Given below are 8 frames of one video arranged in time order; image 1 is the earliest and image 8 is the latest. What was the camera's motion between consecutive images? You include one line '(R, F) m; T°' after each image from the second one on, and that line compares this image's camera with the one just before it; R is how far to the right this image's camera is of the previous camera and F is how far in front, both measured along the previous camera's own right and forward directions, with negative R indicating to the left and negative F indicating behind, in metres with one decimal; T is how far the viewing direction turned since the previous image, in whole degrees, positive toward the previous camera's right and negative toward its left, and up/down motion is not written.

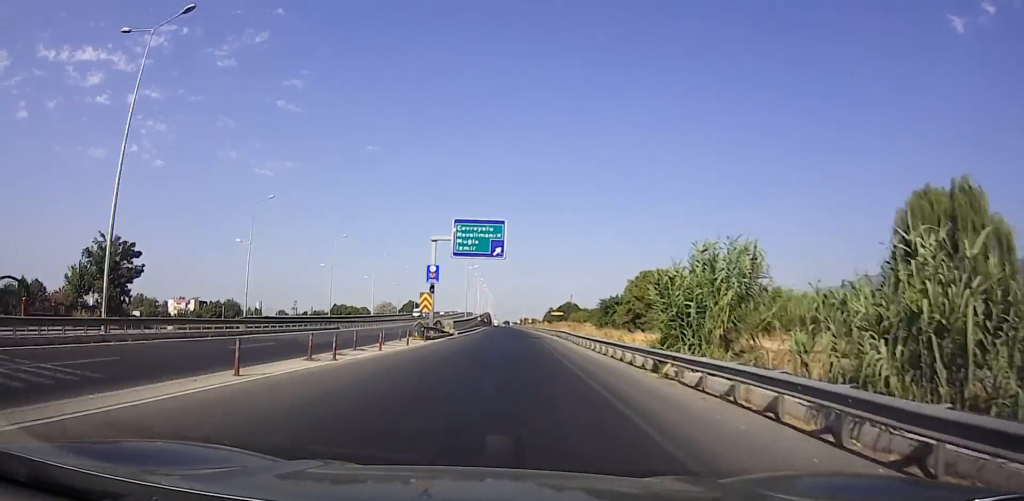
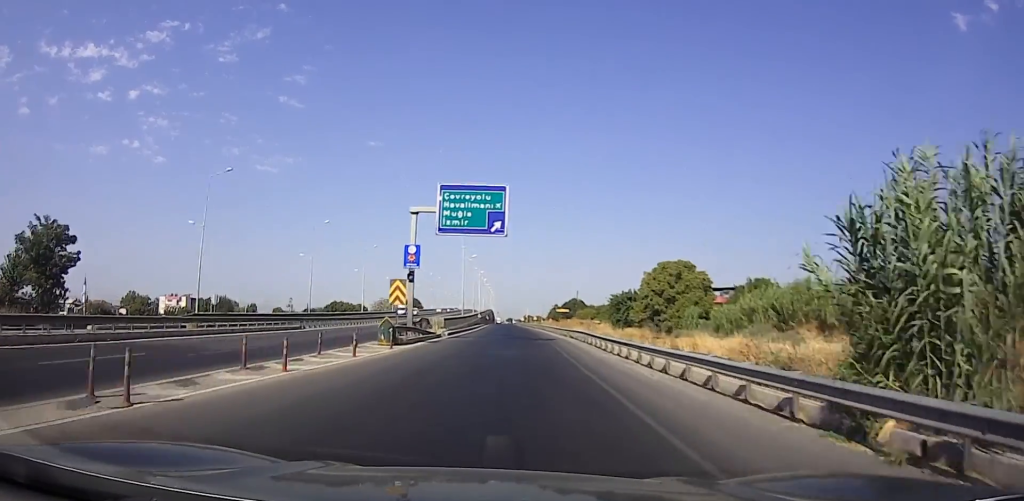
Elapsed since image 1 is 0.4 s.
(-0.3, +10.9) m; +1°
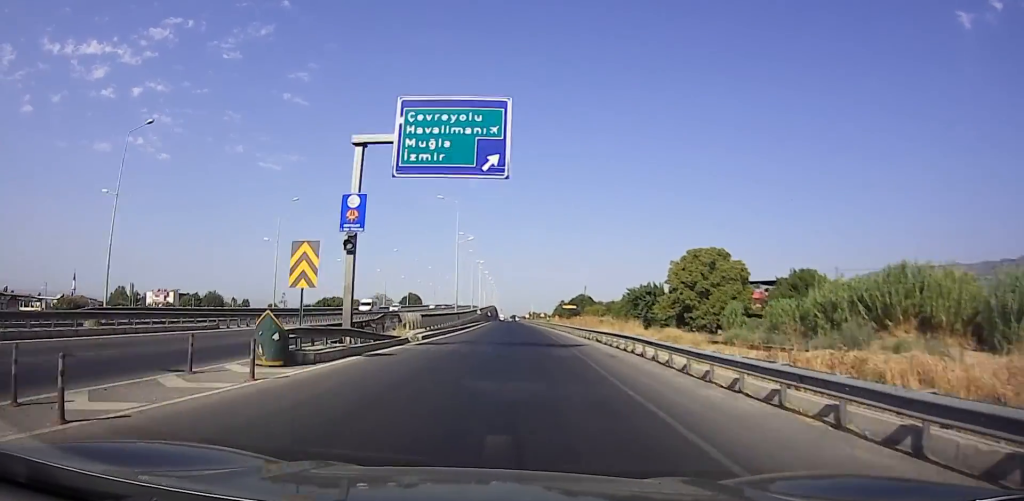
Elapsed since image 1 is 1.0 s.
(0.0, +13.9) m; +1°
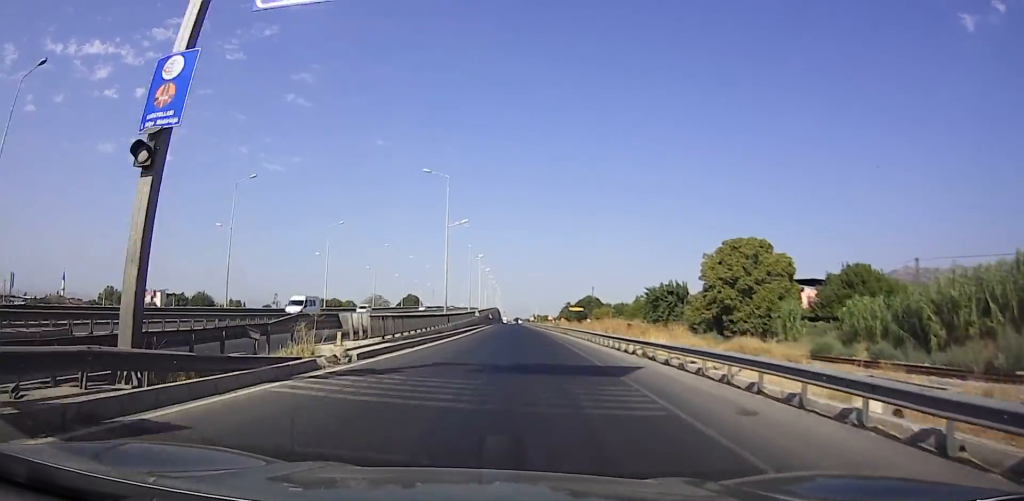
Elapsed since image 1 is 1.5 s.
(+0.7, +12.6) m; 0°
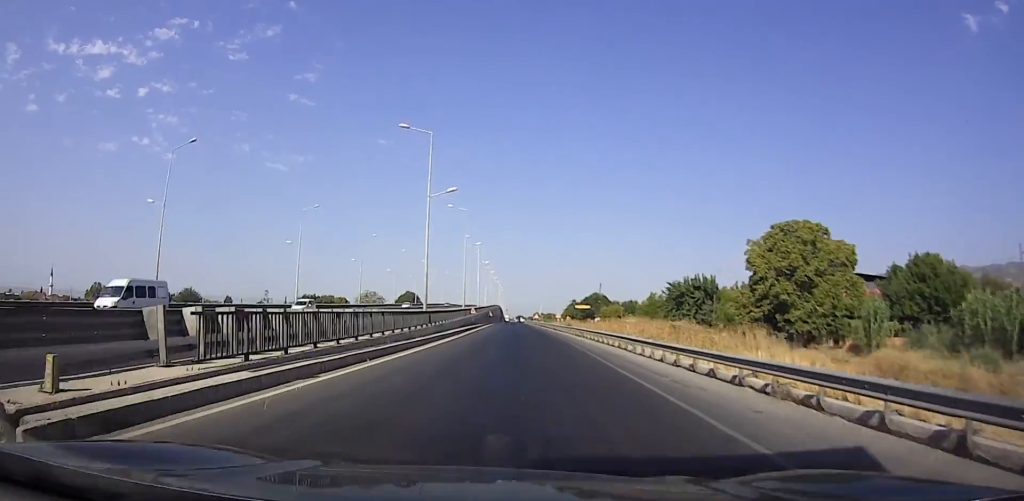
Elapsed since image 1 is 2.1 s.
(-0.1, +12.3) m; -1°
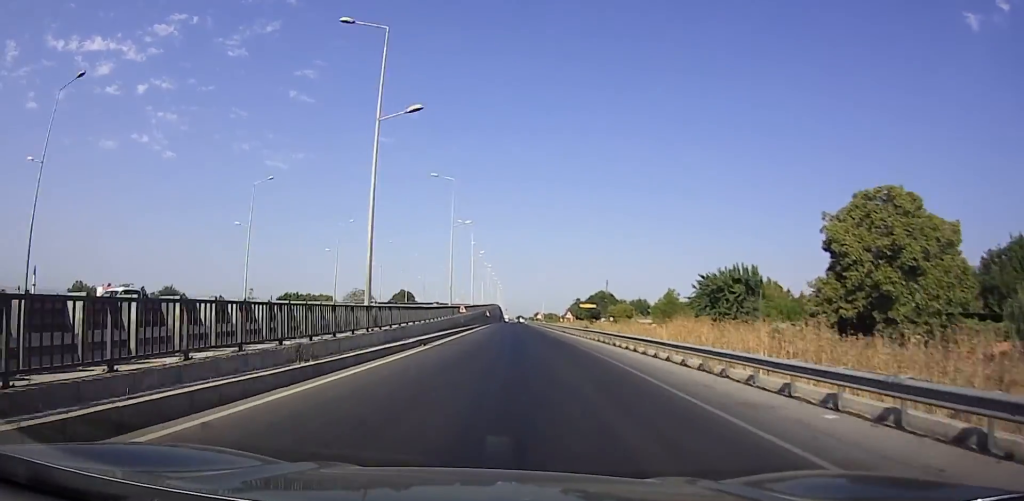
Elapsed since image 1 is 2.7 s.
(-0.5, +14.4) m; -2°
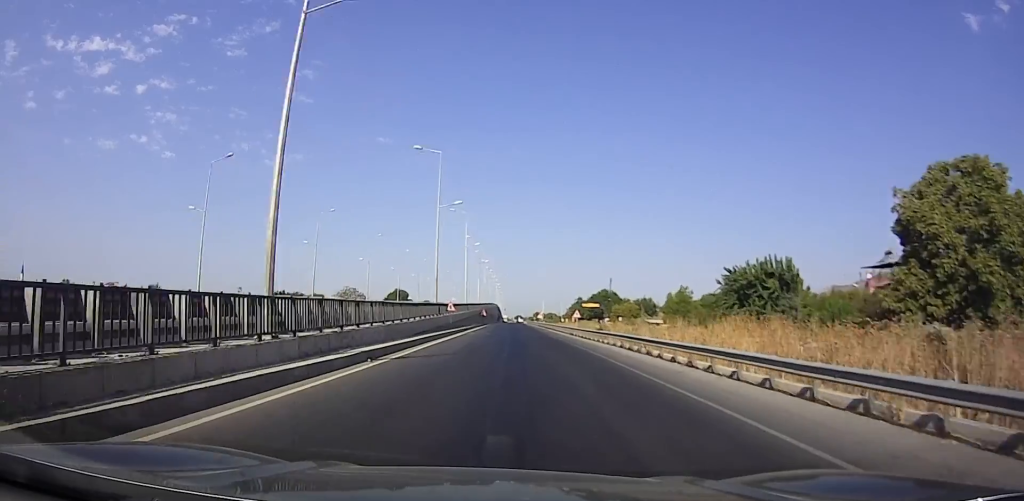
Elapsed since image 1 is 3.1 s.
(-0.1, +9.0) m; 0°
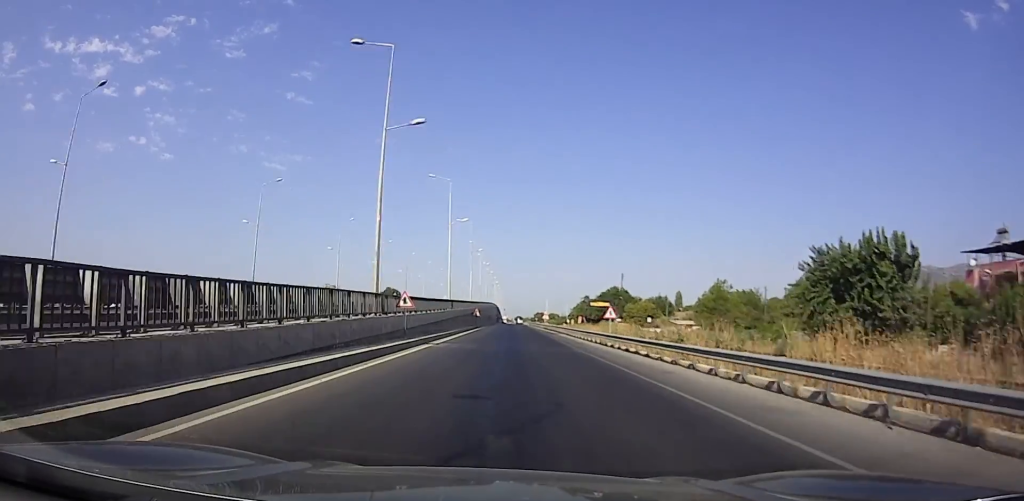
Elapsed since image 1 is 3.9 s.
(-0.1, +18.5) m; 0°
